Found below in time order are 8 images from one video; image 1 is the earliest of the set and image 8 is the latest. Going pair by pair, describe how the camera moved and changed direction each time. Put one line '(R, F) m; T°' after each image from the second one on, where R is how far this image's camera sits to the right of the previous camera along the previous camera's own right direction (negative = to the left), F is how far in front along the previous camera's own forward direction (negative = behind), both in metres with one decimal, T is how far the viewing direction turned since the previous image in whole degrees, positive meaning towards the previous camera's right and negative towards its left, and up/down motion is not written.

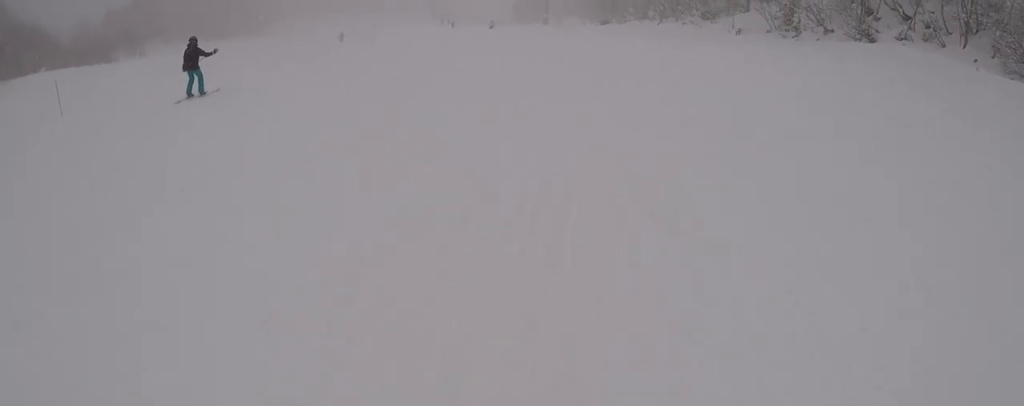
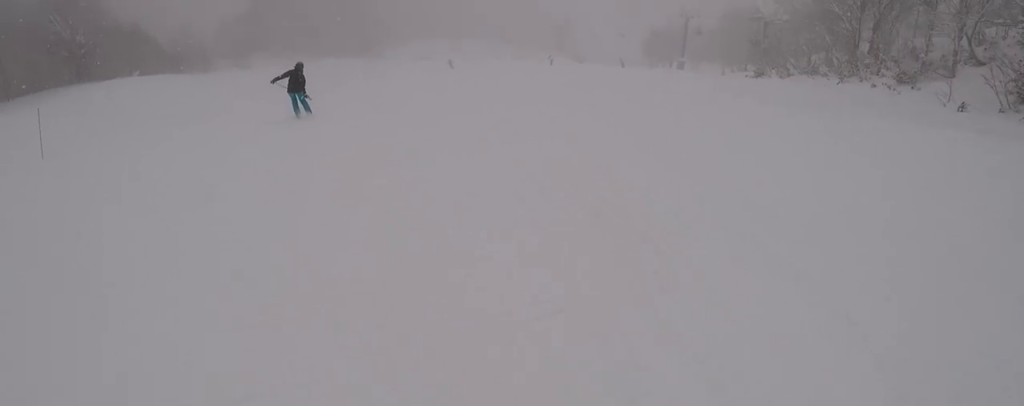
(-1.8, +10.7) m; -31°
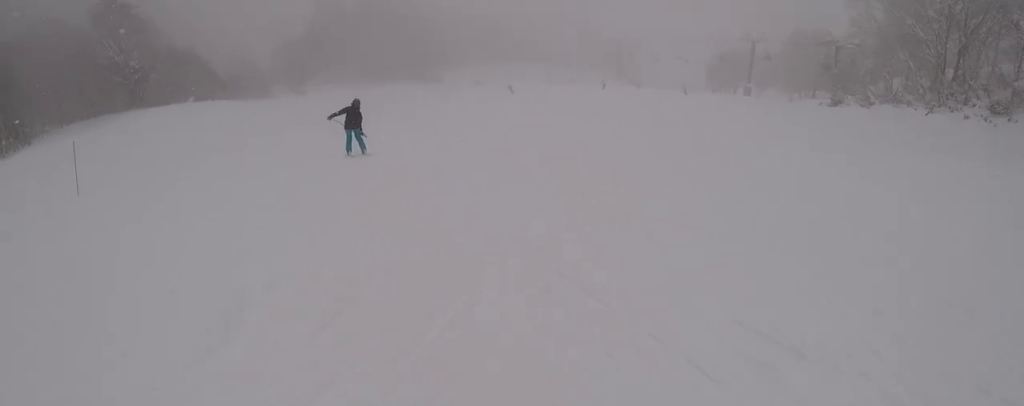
(-0.5, +2.7) m; -5°
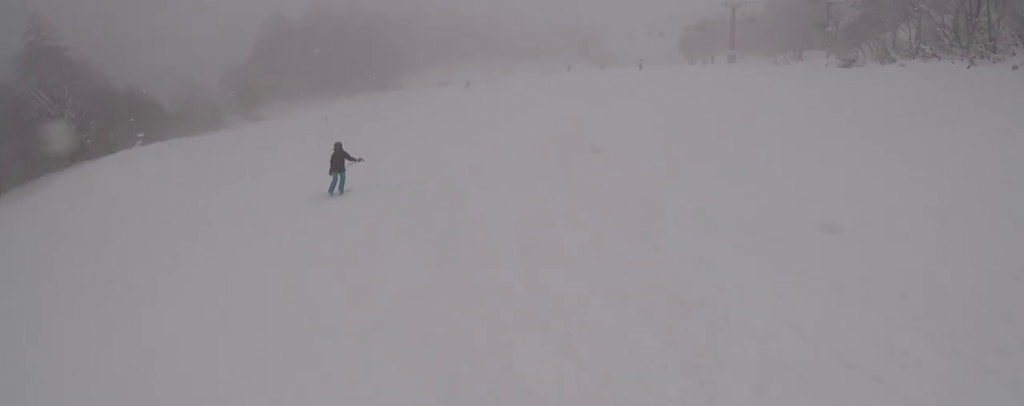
(-0.7, +6.3) m; -1°
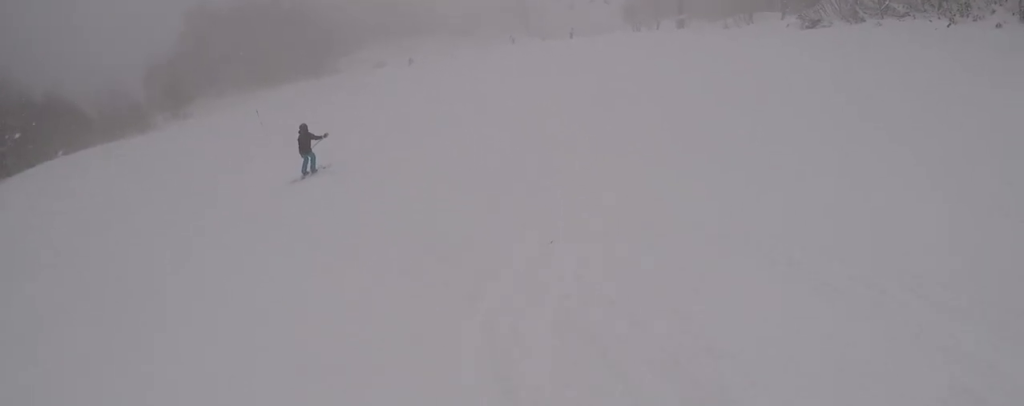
(-0.3, +3.2) m; +6°
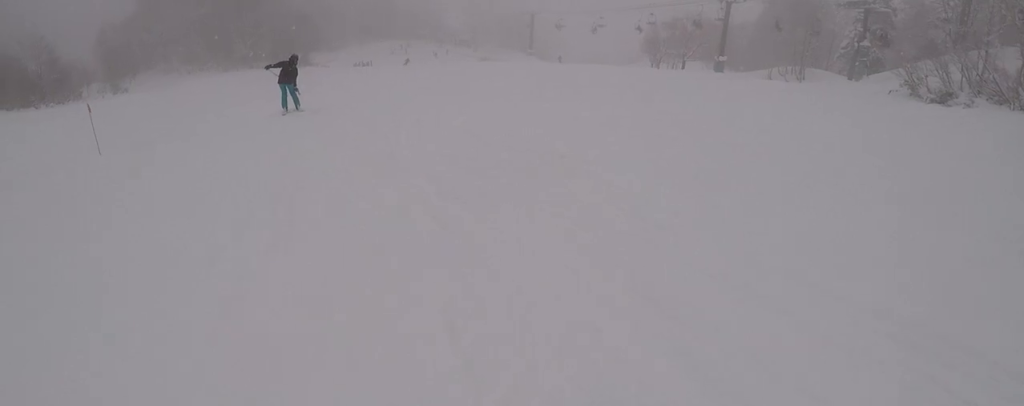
(+2.2, +15.5) m; -1°
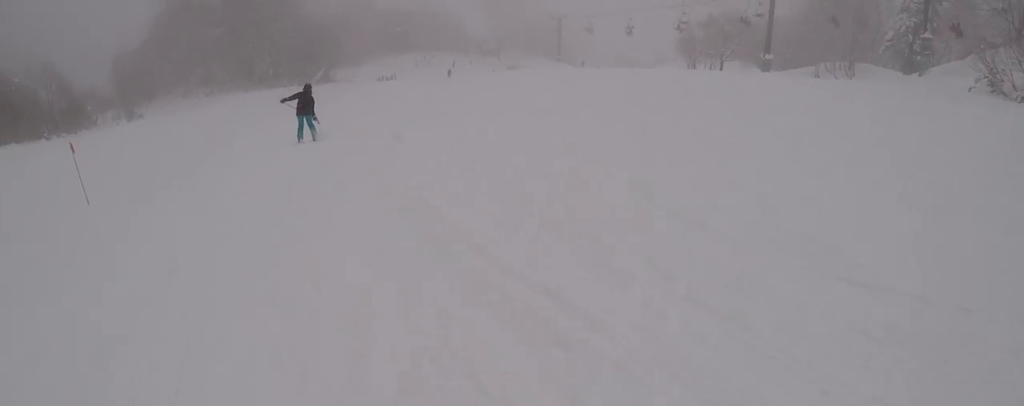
(-0.8, +4.0) m; 0°
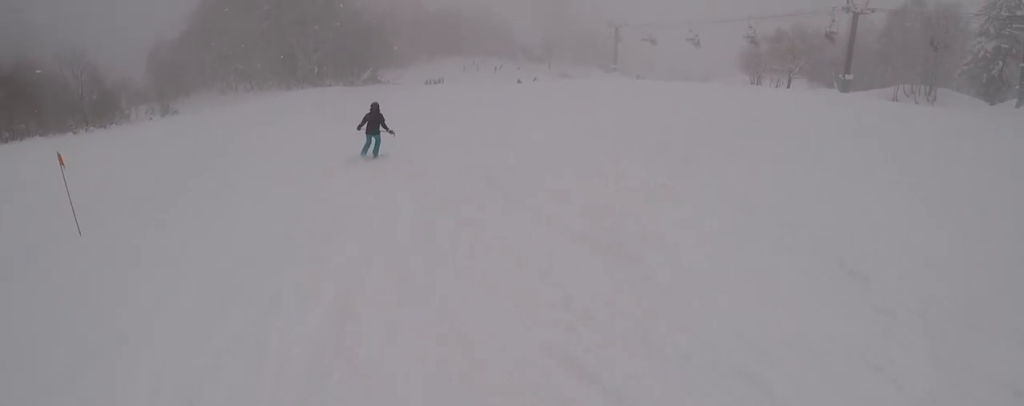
(+0.5, +4.6) m; +3°
